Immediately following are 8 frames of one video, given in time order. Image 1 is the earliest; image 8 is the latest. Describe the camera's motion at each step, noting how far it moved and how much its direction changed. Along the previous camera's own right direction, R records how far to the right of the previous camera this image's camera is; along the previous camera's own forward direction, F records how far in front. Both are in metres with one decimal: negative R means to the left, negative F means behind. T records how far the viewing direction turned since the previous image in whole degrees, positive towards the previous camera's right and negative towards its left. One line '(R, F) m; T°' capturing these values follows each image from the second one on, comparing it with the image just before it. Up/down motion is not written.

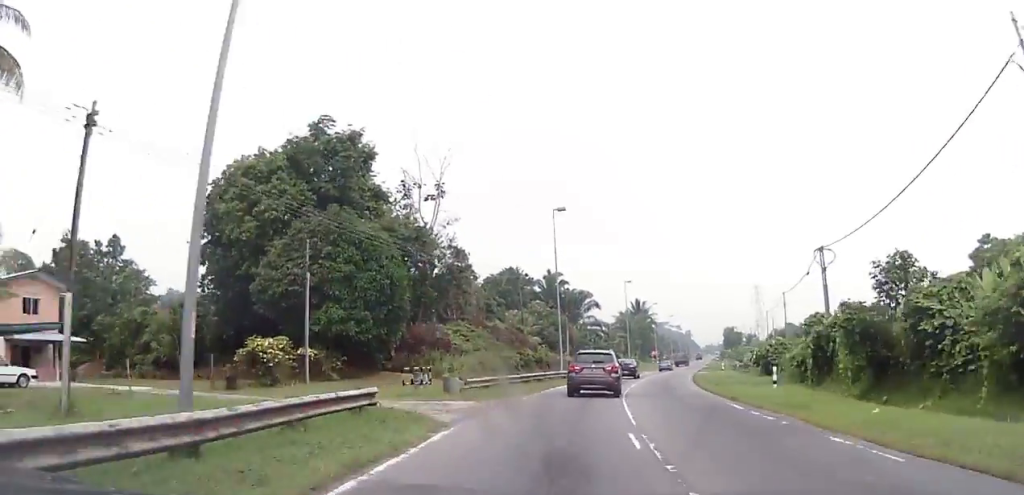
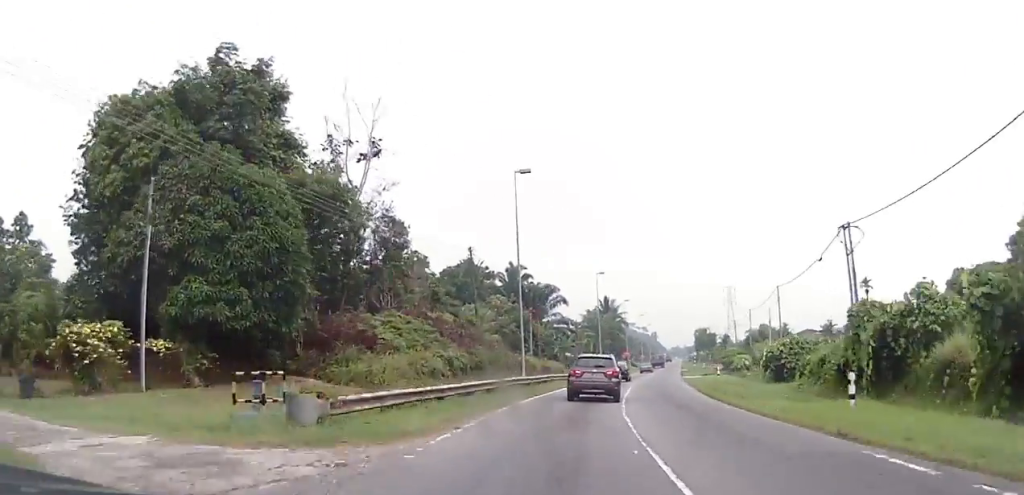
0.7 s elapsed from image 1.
(+0.3, +11.0) m; +2°
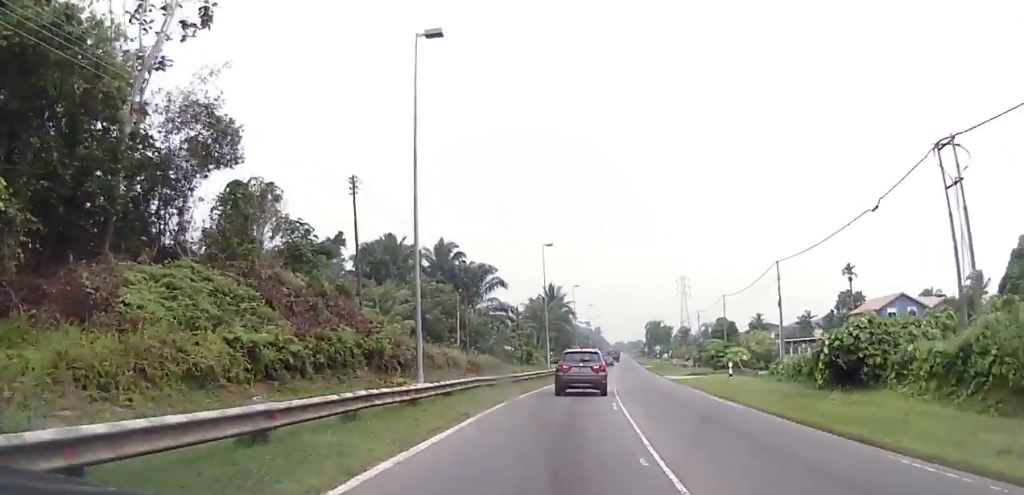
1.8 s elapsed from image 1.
(+0.2, +18.2) m; +4°
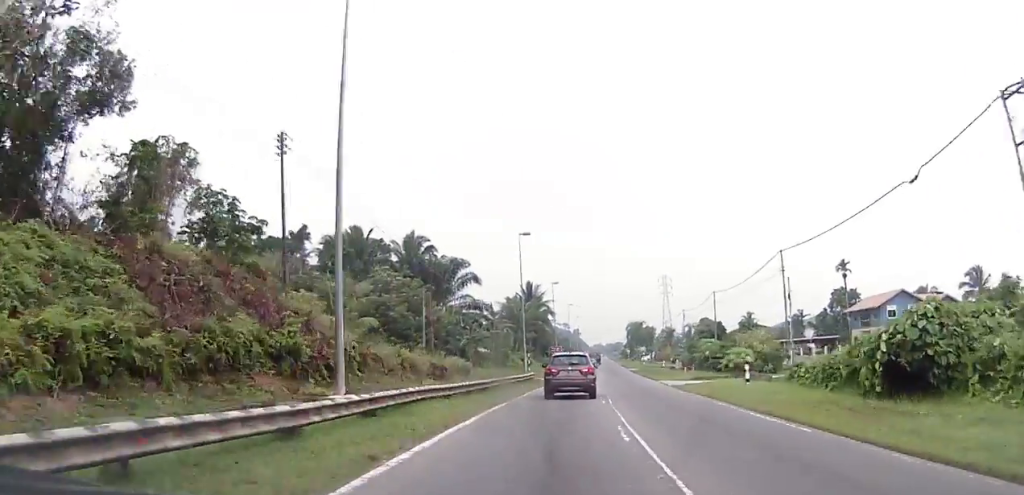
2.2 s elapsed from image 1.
(+0.2, +6.6) m; +3°
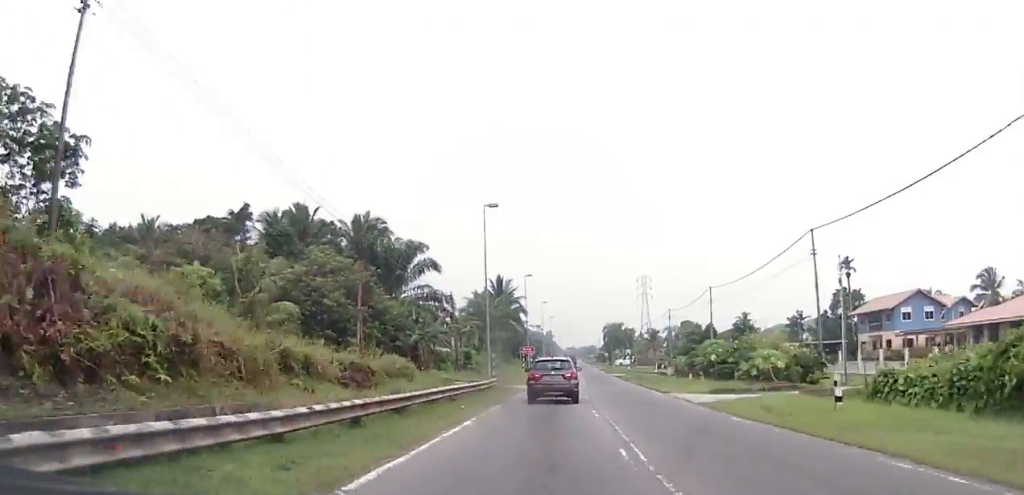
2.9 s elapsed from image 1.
(+0.5, +11.5) m; +3°
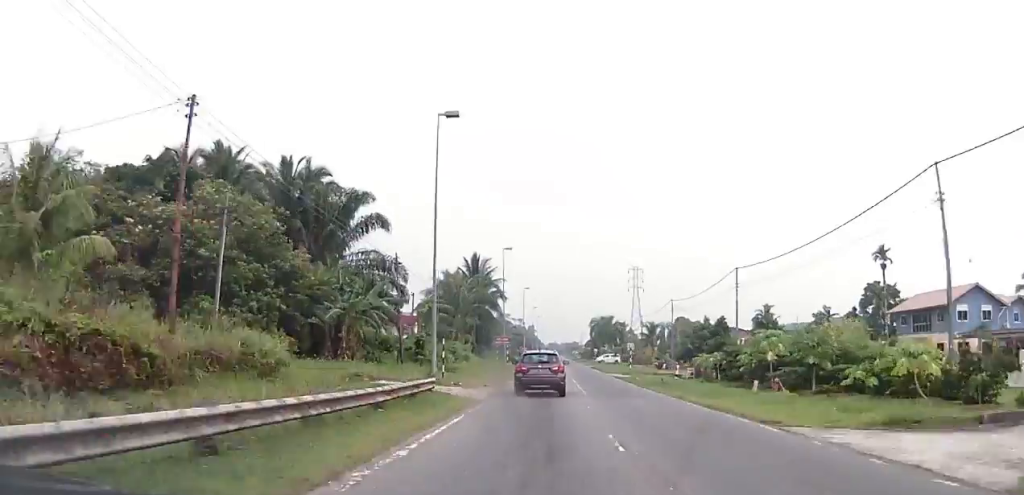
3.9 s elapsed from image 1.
(+0.5, +16.7) m; +2°
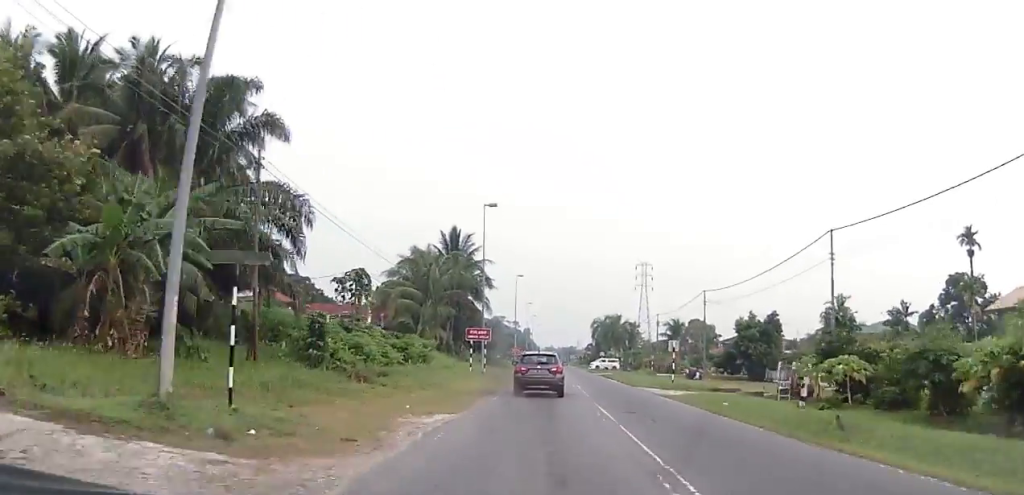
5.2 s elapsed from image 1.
(0.0, +22.0) m; 0°
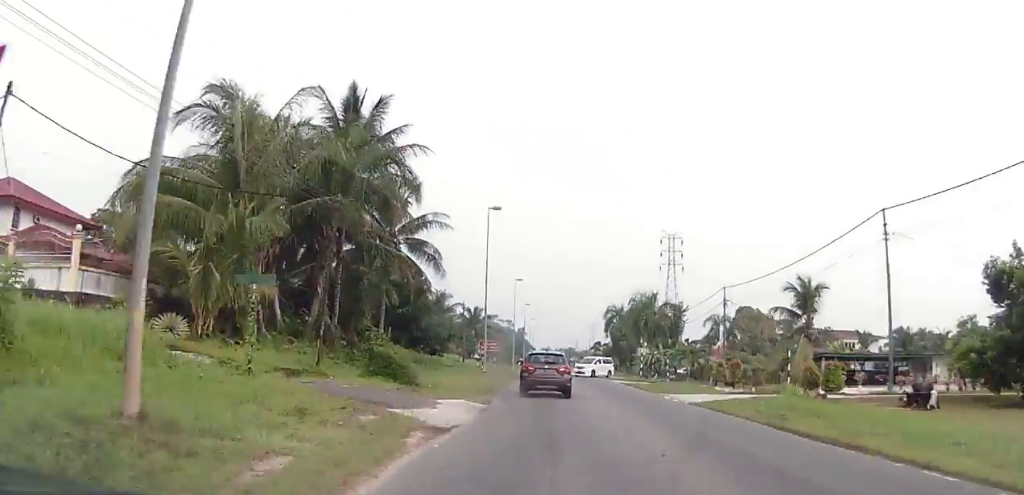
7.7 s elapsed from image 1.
(-0.9, +43.2) m; -1°
